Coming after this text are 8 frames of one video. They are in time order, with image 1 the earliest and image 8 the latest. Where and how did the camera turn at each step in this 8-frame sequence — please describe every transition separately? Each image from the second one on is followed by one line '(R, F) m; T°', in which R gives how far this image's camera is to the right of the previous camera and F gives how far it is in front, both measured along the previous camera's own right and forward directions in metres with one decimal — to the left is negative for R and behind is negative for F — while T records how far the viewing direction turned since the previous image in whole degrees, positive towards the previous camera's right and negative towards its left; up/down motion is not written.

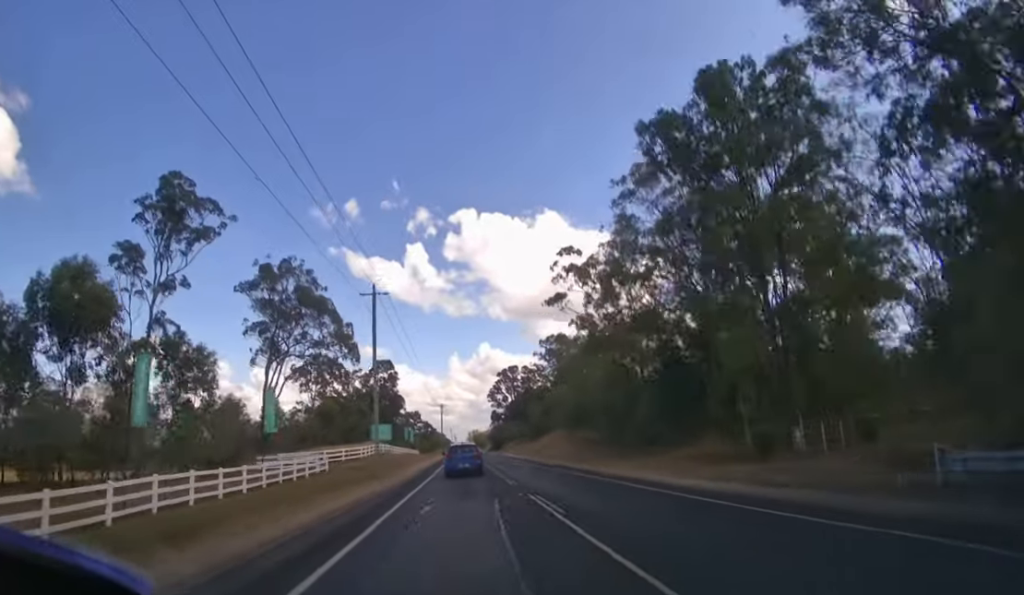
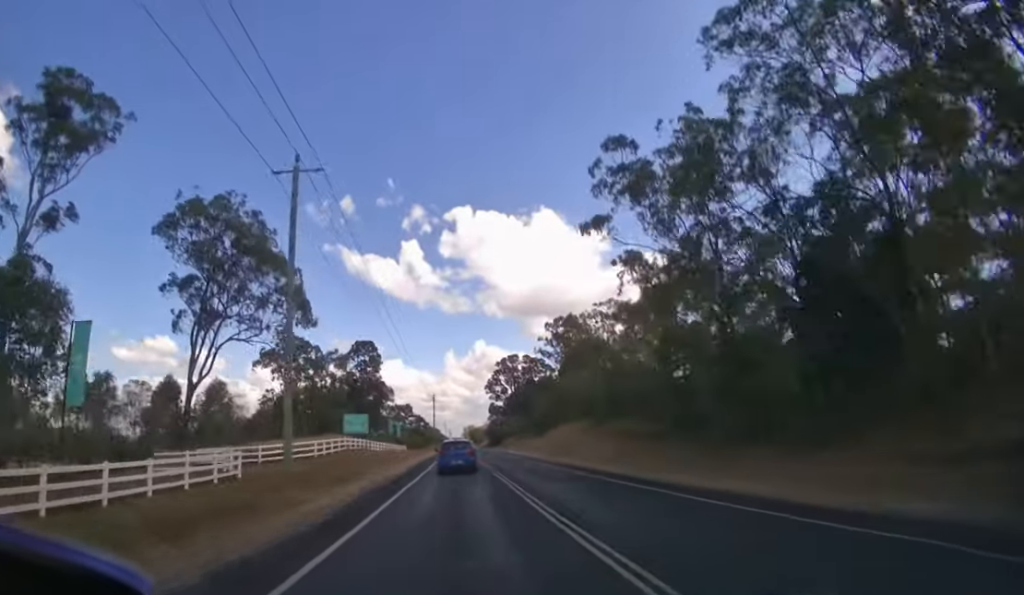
(0.0, +13.9) m; 0°
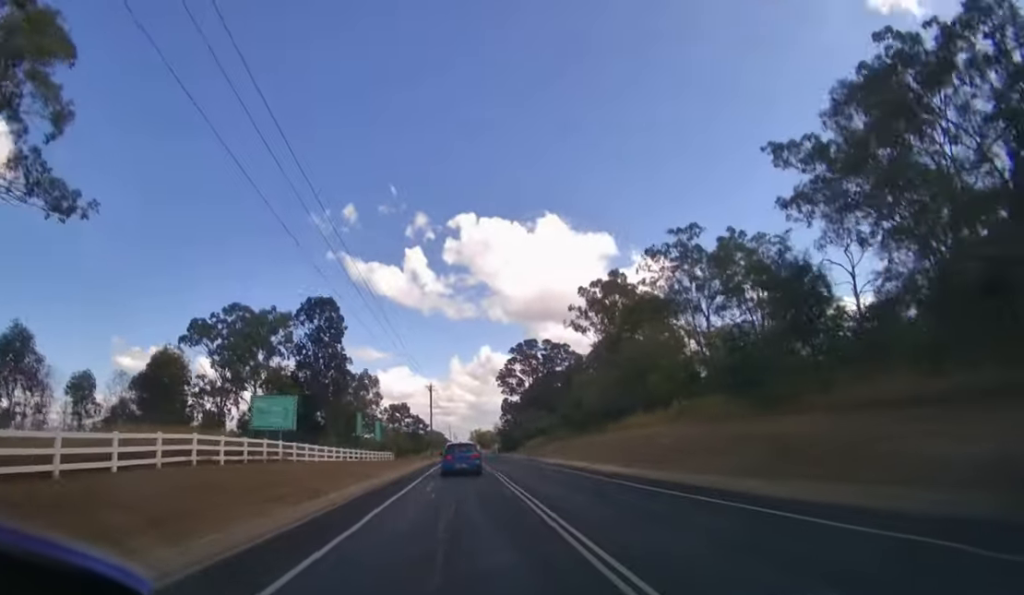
(0.0, +25.1) m; 0°
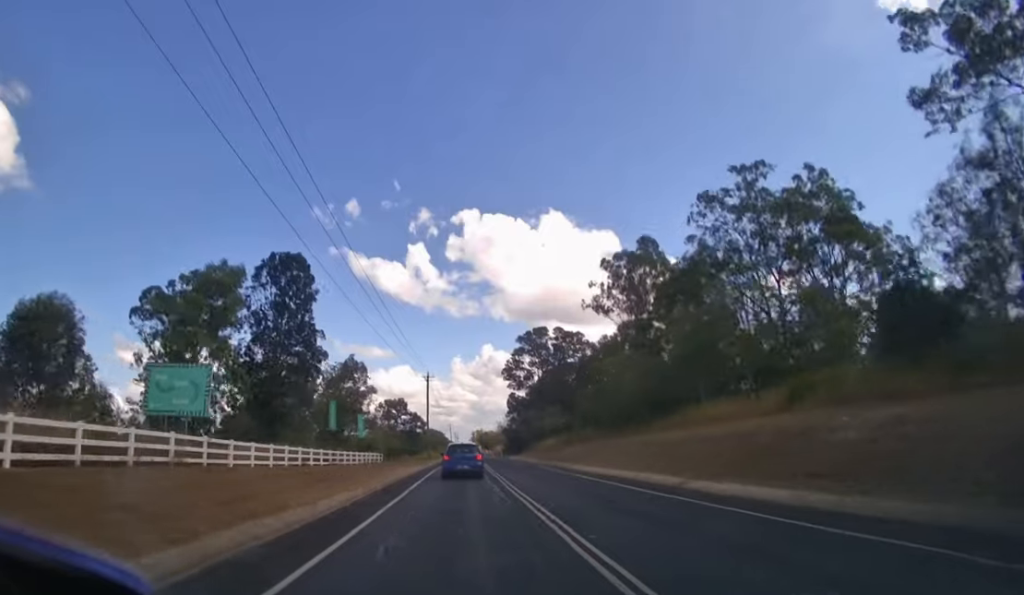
(0.0, +10.0) m; 0°
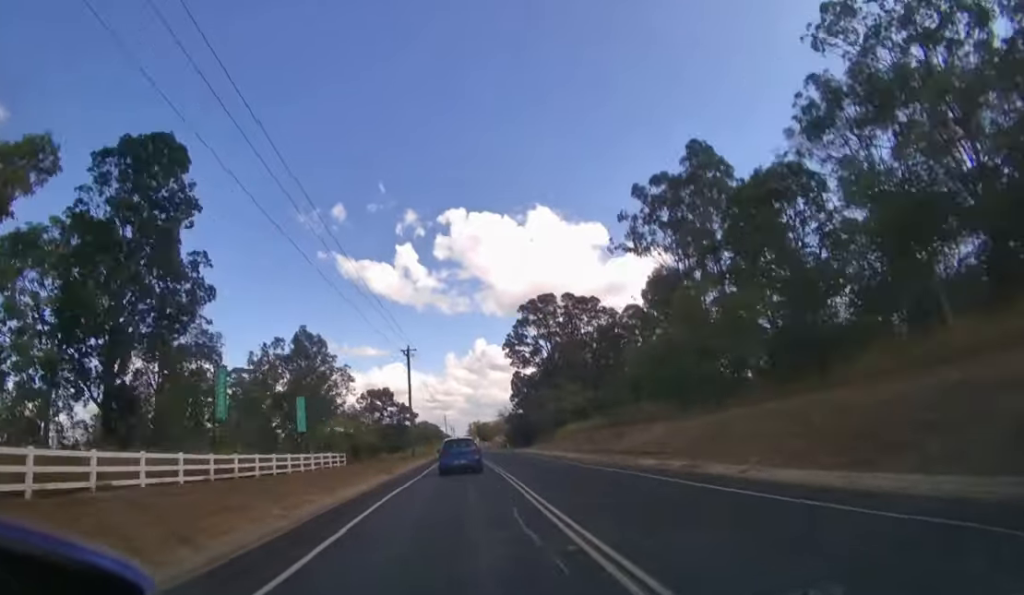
(0.0, +15.9) m; 0°
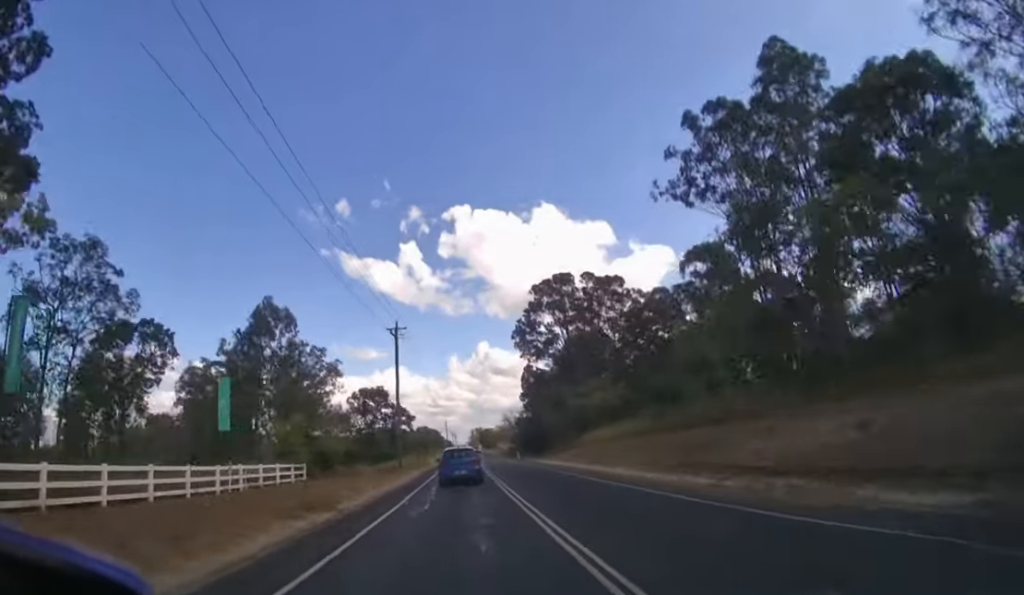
(0.0, +10.3) m; 0°
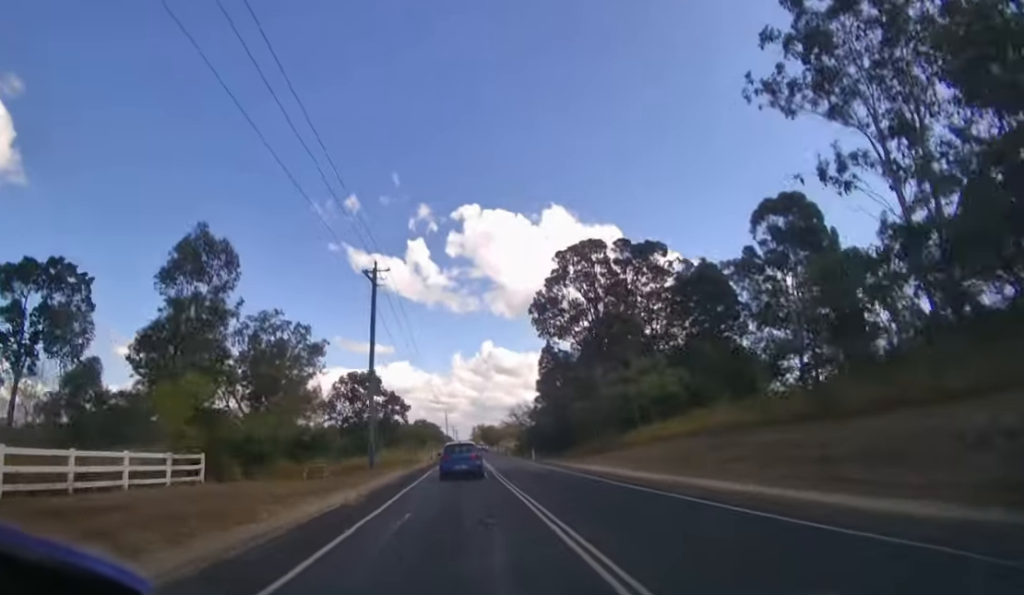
(0.0, +12.9) m; 0°
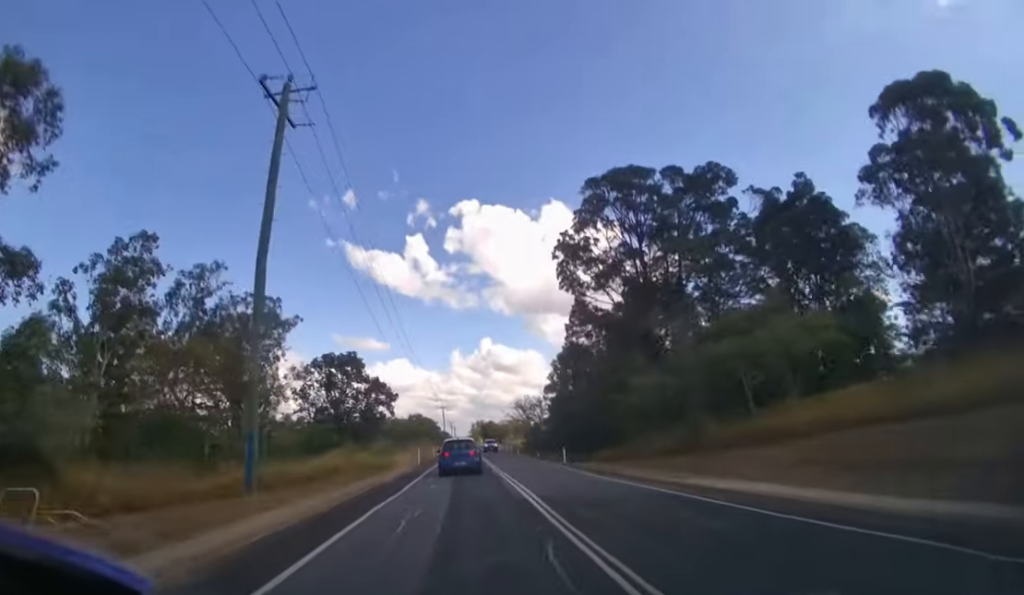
(0.0, +16.6) m; 0°
